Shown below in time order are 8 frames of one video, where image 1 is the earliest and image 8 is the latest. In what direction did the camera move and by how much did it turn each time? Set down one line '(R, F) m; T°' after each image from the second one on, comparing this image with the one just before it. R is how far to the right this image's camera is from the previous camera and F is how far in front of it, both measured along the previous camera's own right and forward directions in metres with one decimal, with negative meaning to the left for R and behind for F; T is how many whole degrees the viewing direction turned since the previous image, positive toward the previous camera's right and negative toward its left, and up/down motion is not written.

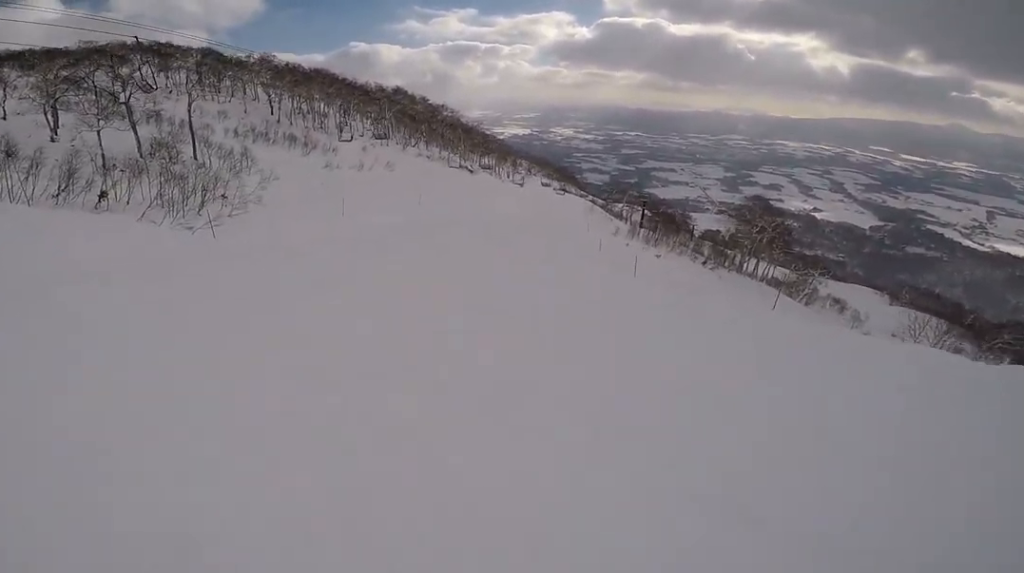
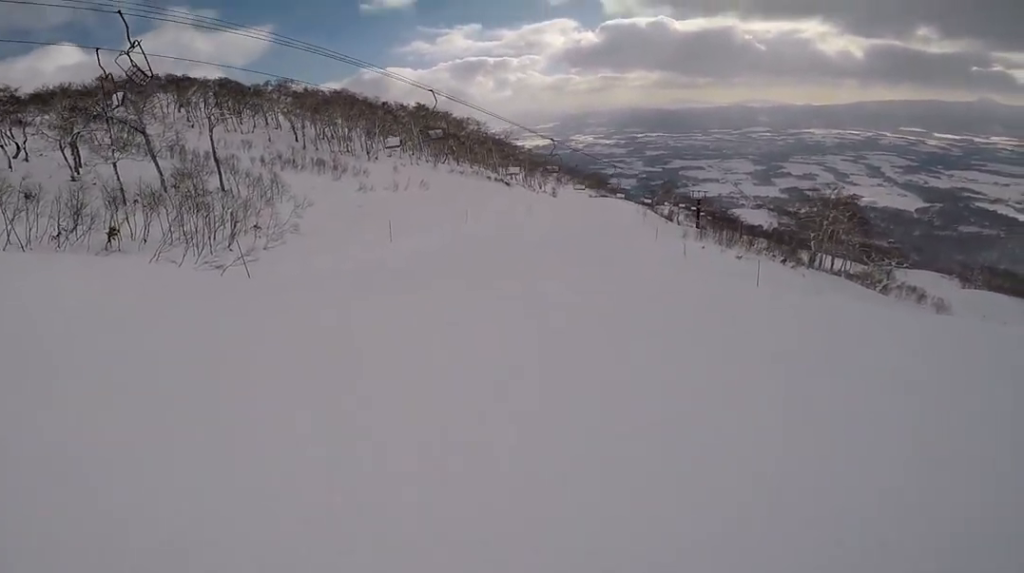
(-2.2, +5.1) m; -10°
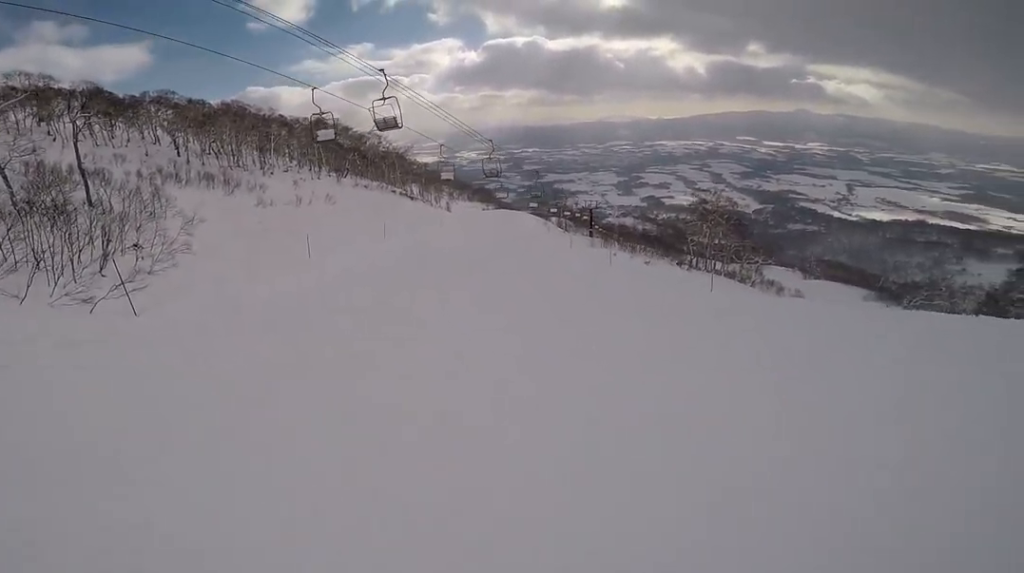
(+0.8, +5.1) m; +16°
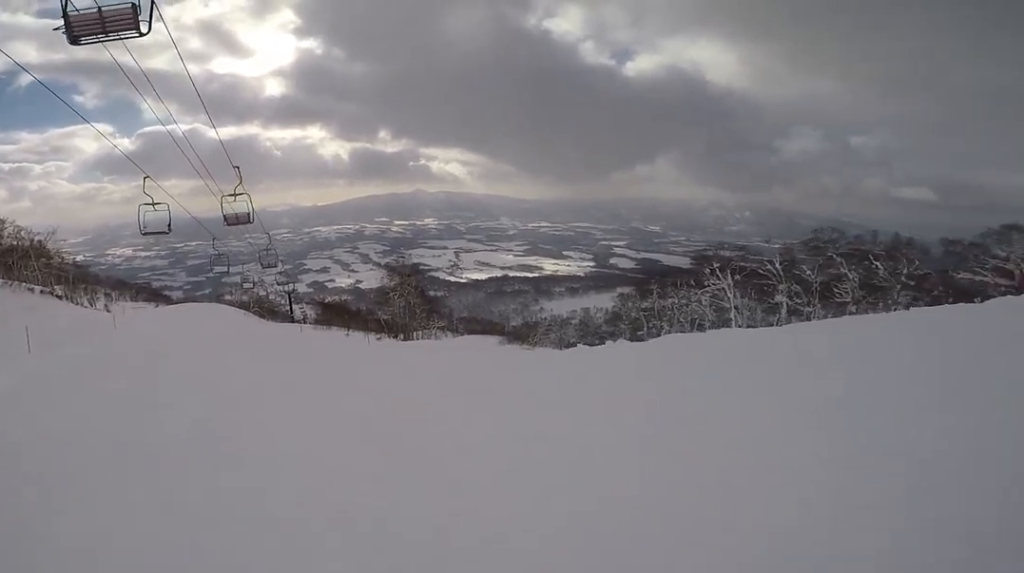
(+3.7, +10.5) m; +36°
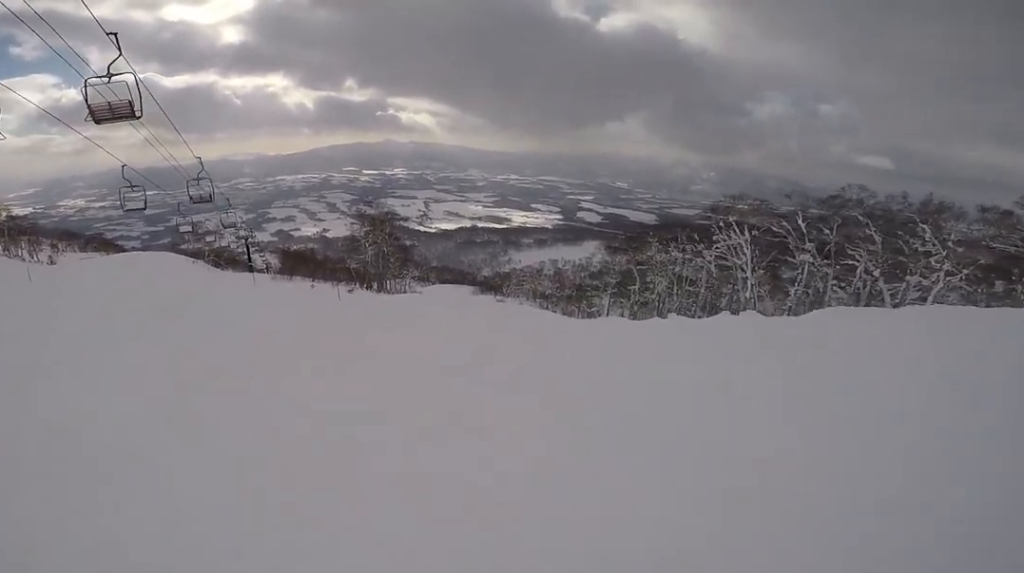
(+1.4, +7.9) m; +12°
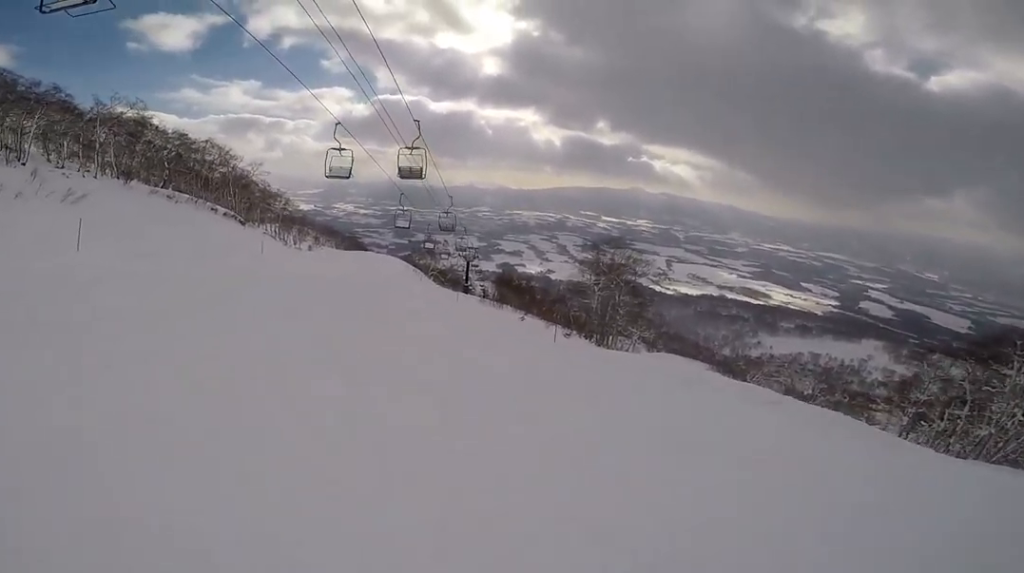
(+0.6, +7.1) m; -11°
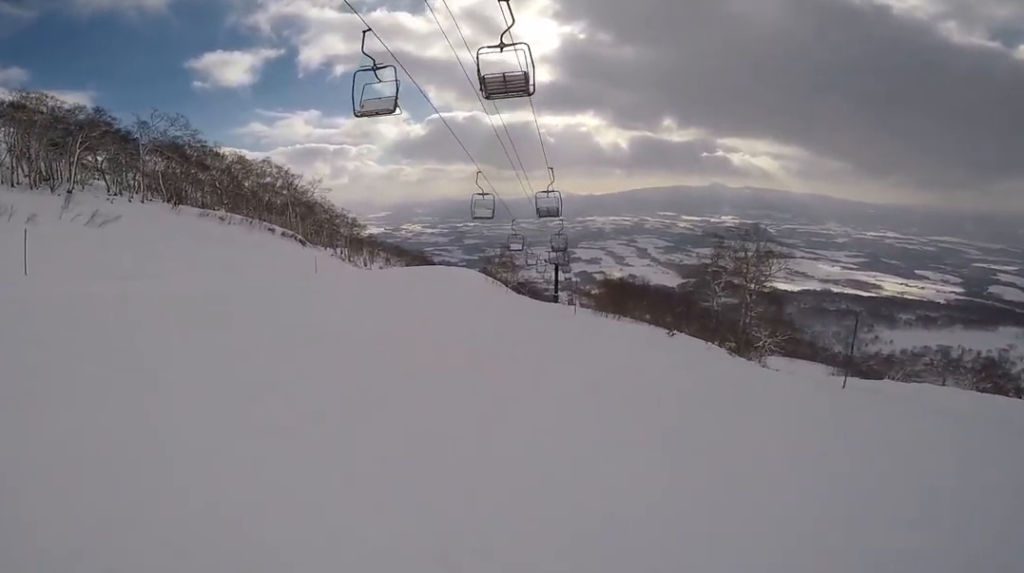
(-2.5, +8.2) m; -23°
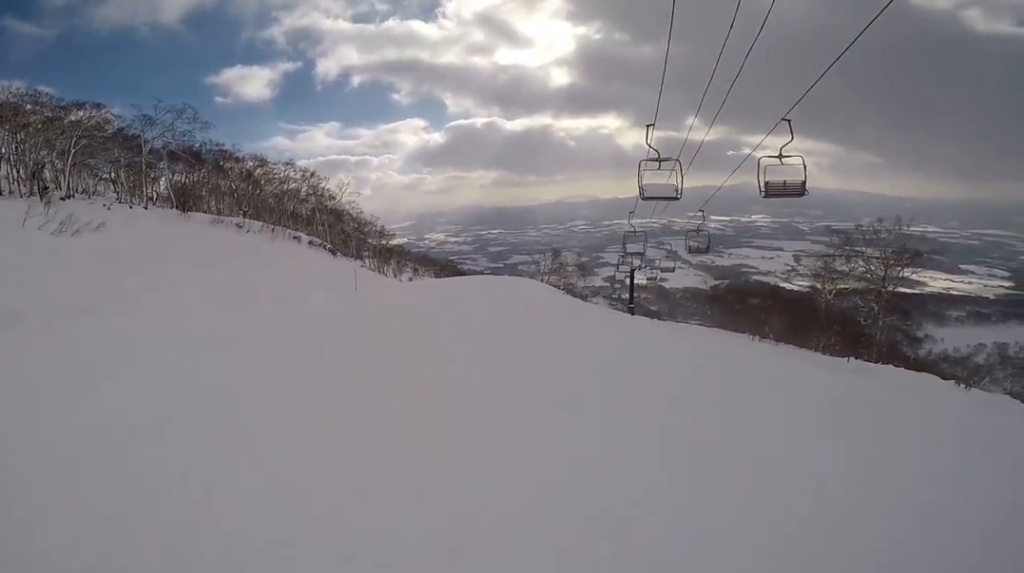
(-1.5, +10.3) m; -7°
